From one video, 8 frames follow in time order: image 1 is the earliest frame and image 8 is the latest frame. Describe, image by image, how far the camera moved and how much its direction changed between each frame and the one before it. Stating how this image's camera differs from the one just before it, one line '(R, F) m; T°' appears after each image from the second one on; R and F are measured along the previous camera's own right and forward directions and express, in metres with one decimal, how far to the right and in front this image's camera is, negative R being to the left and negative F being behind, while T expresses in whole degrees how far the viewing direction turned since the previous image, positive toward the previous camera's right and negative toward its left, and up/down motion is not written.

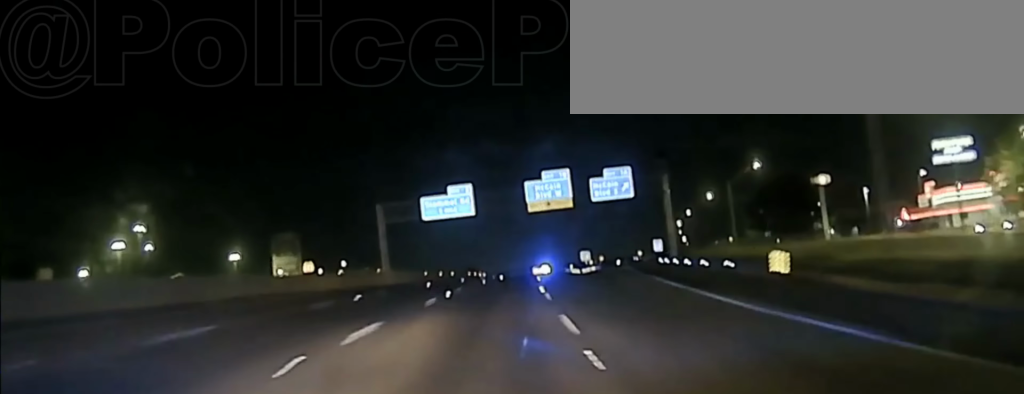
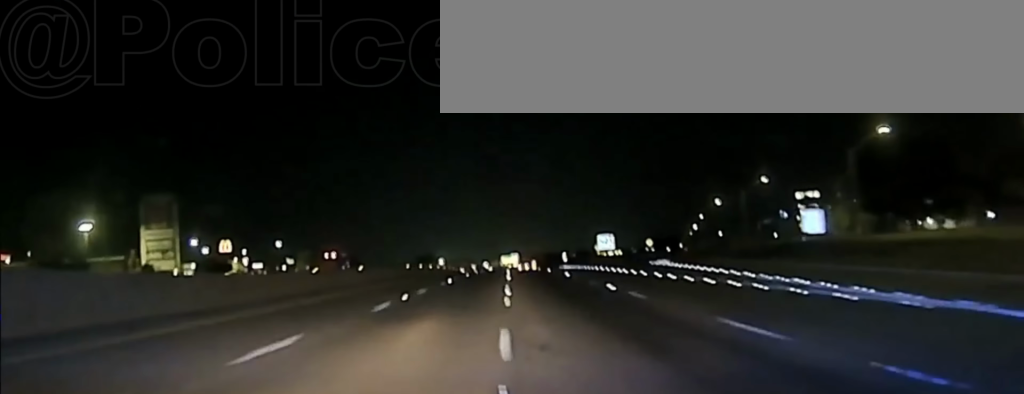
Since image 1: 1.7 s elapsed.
(+1.7, +79.7) m; +2°
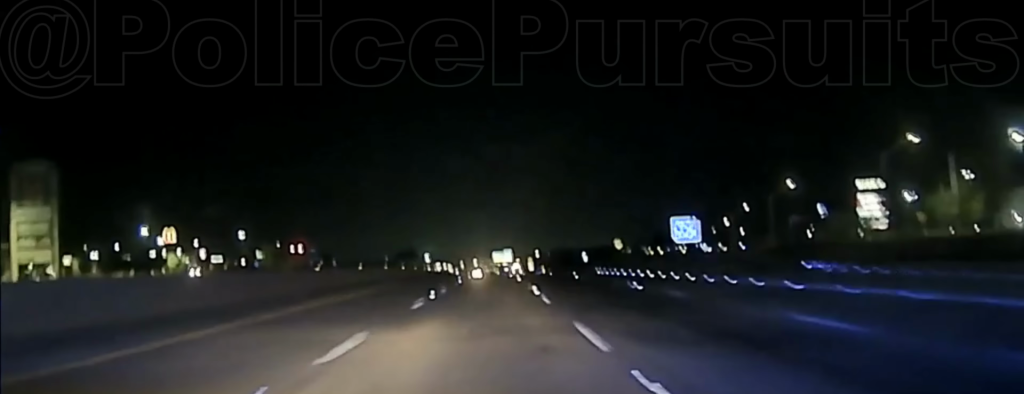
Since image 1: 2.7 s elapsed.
(+0.1, +50.1) m; 0°
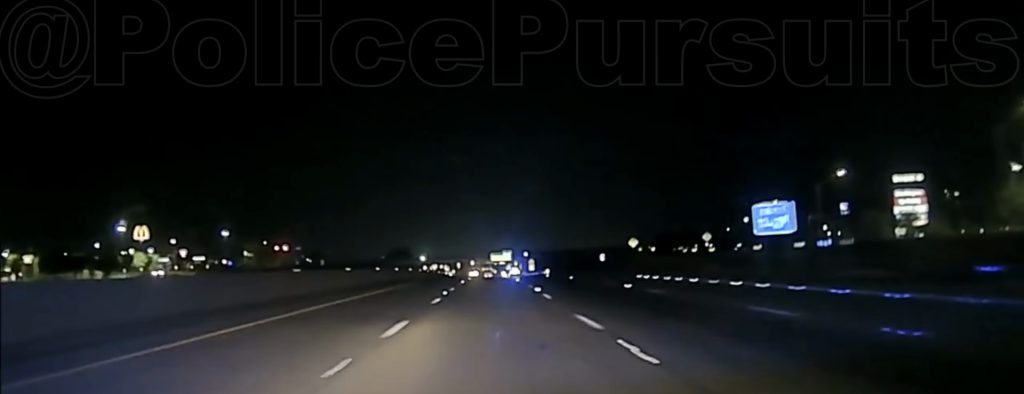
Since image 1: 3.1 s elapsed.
(-0.1, +21.1) m; 0°
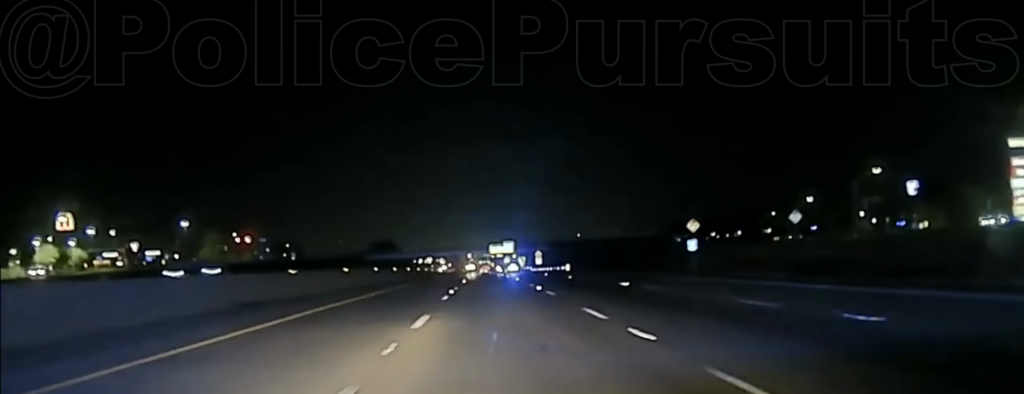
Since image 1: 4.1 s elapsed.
(+0.3, +47.4) m; 0°
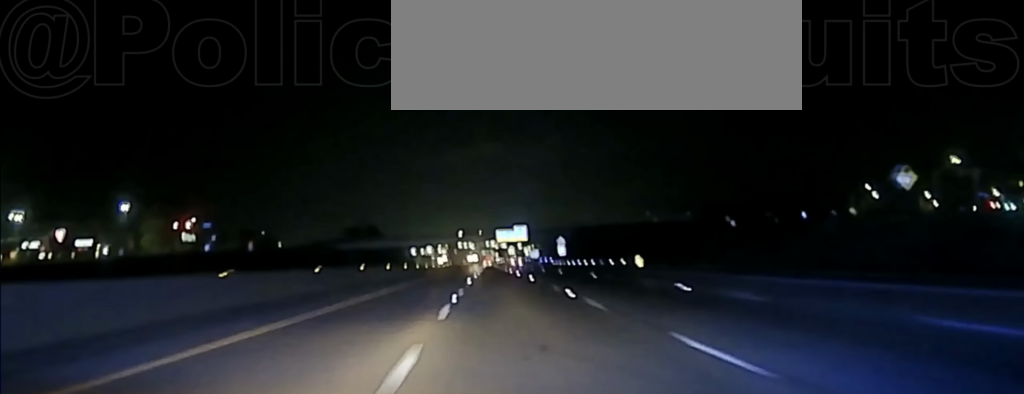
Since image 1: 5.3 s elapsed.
(+0.1, +58.3) m; 0°
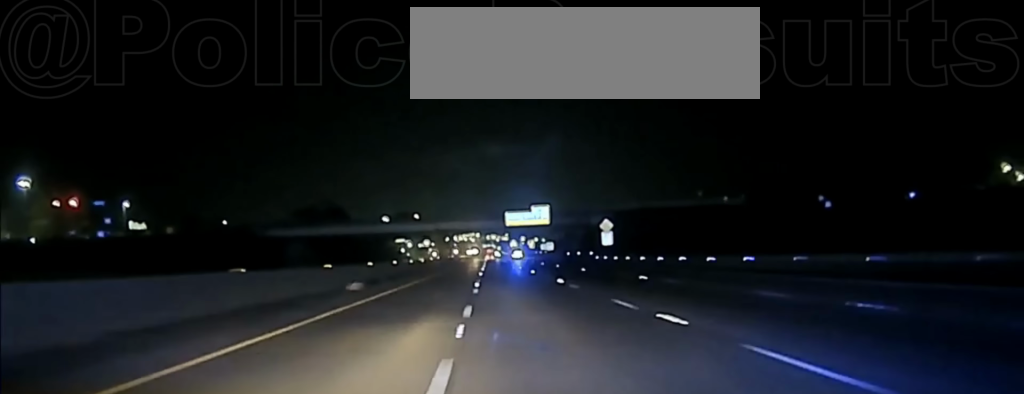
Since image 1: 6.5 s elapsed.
(-0.2, +62.6) m; 0°
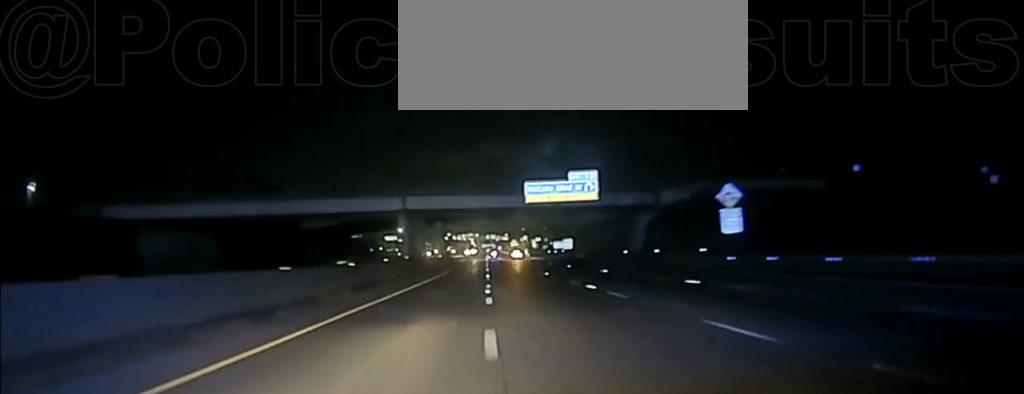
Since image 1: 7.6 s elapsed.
(-0.3, +56.7) m; 0°
